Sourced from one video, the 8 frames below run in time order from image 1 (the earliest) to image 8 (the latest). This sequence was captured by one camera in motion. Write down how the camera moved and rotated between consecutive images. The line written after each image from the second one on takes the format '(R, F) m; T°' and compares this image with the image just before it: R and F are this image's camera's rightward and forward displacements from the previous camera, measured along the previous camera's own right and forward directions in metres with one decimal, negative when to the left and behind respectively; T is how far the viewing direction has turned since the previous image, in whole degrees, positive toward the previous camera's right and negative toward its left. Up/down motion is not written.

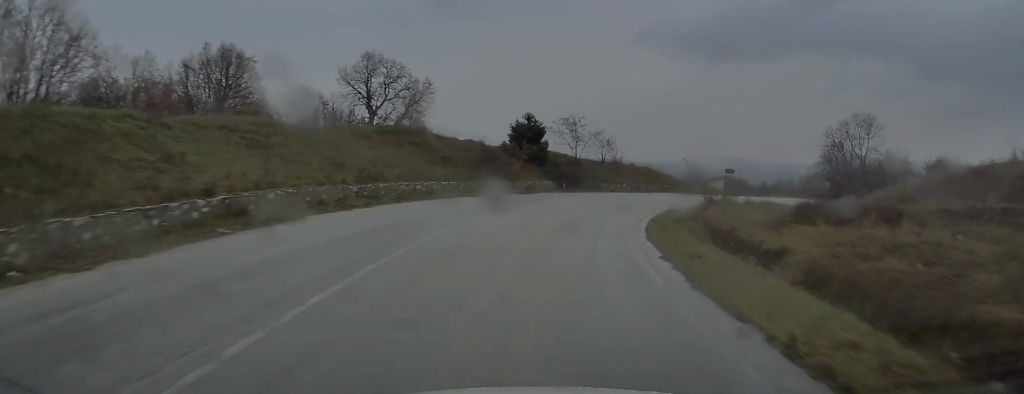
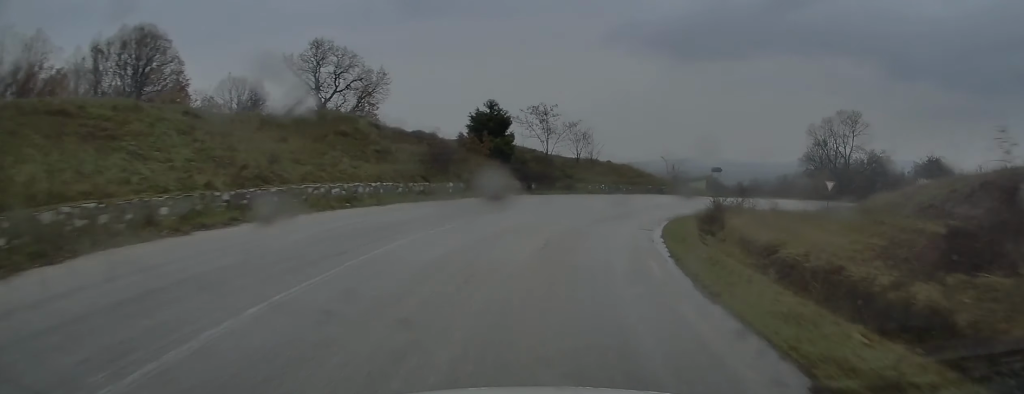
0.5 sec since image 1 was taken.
(-0.1, +7.3) m; +1°
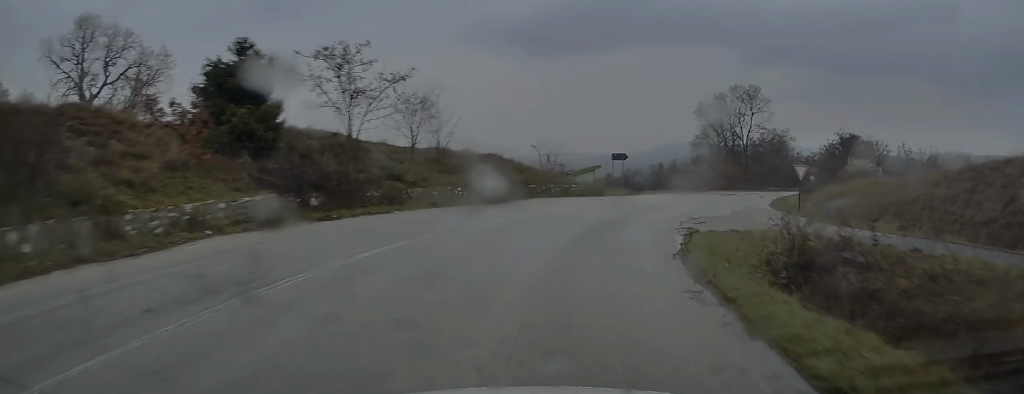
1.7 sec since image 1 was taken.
(+1.4, +18.3) m; +10°
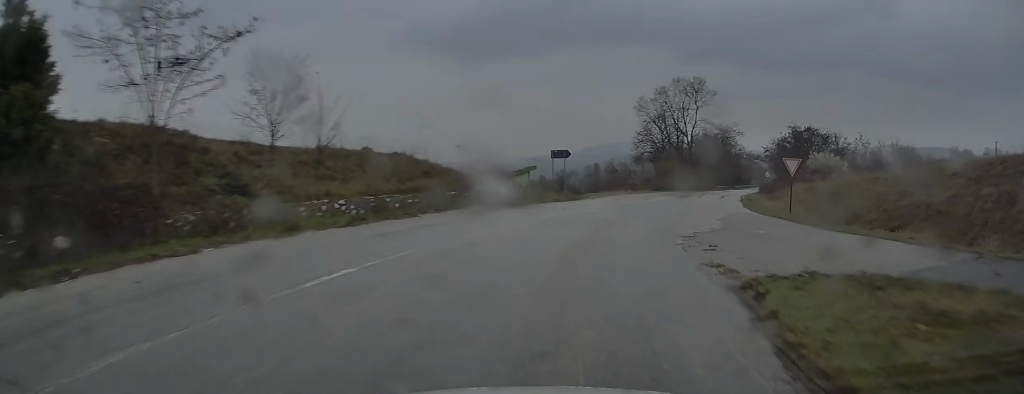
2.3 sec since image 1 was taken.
(+0.5, +7.3) m; +6°
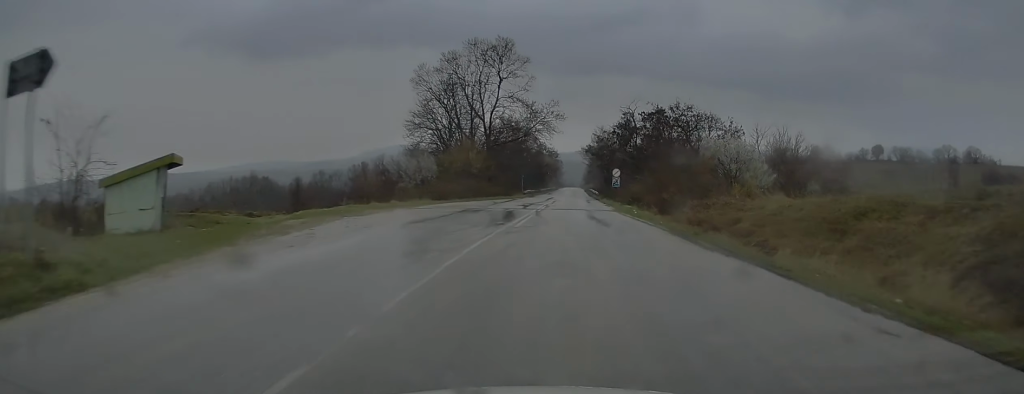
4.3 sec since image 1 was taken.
(+5.2, +27.0) m; +20°
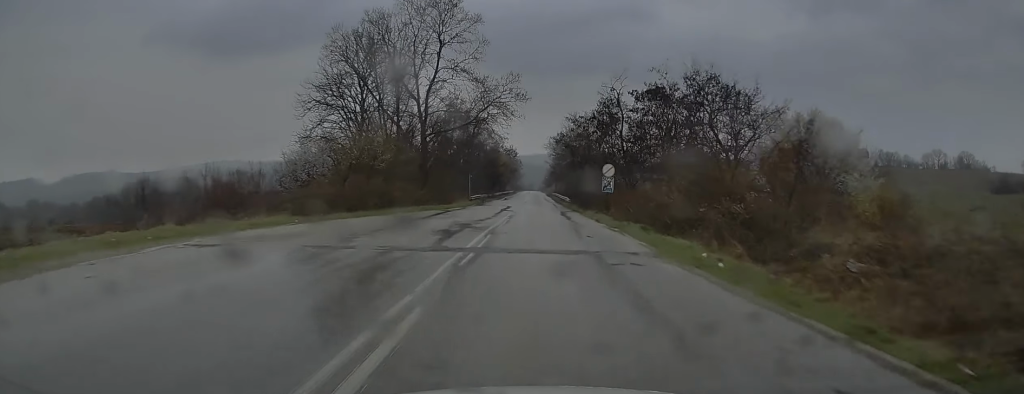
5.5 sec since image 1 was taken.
(+1.1, +17.2) m; +6°
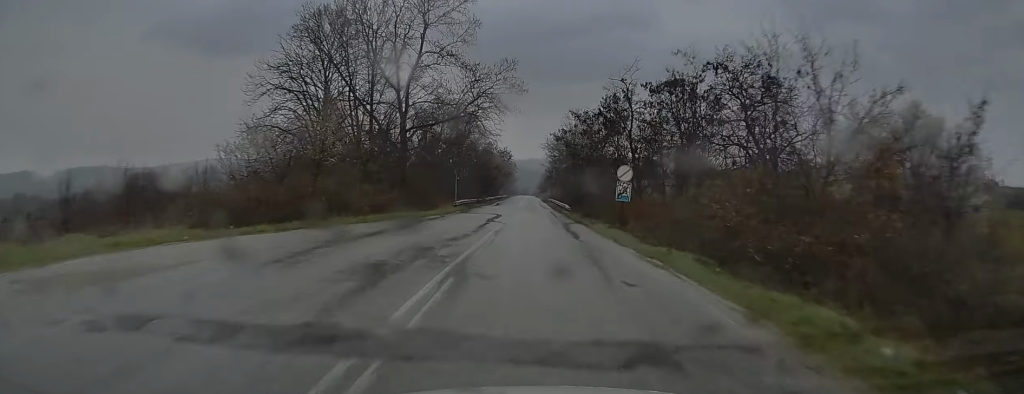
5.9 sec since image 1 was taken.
(+0.1, +6.9) m; +1°
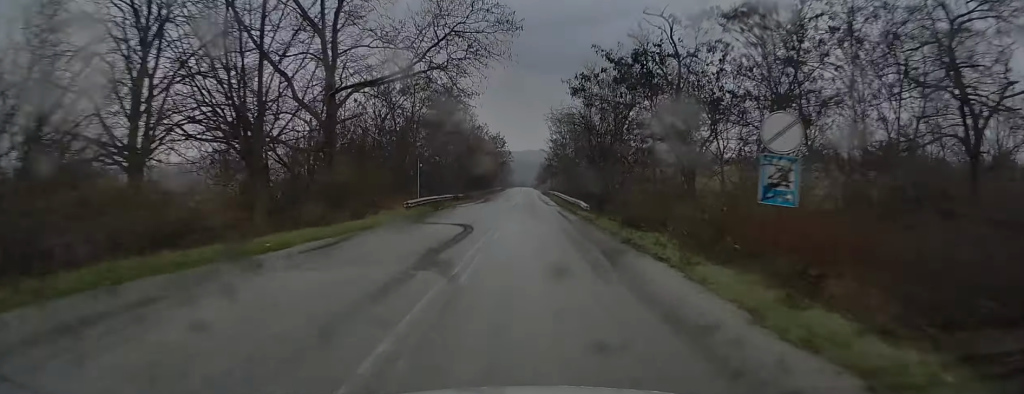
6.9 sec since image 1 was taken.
(+0.2, +15.8) m; +1°
